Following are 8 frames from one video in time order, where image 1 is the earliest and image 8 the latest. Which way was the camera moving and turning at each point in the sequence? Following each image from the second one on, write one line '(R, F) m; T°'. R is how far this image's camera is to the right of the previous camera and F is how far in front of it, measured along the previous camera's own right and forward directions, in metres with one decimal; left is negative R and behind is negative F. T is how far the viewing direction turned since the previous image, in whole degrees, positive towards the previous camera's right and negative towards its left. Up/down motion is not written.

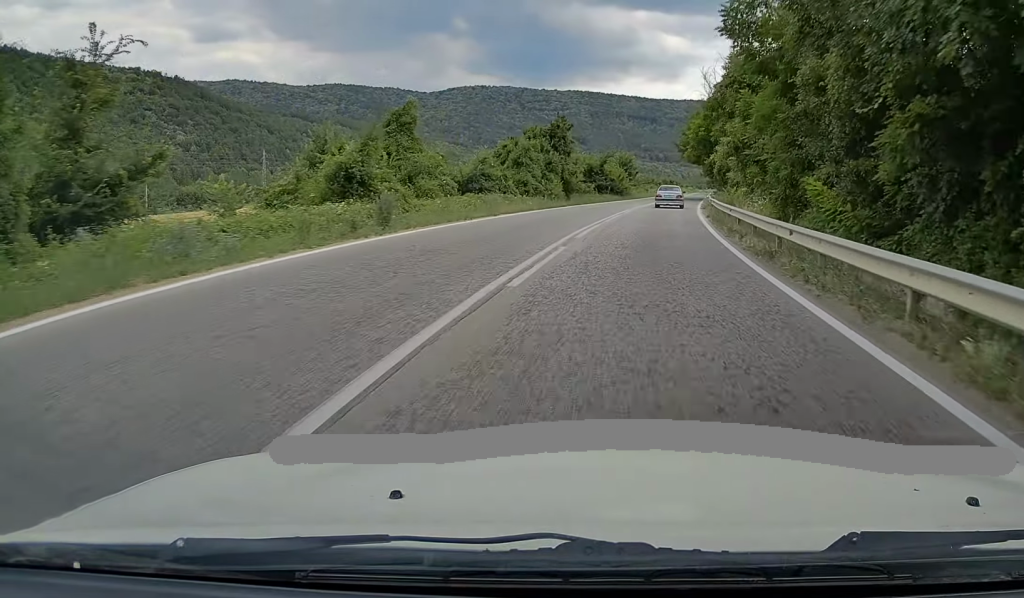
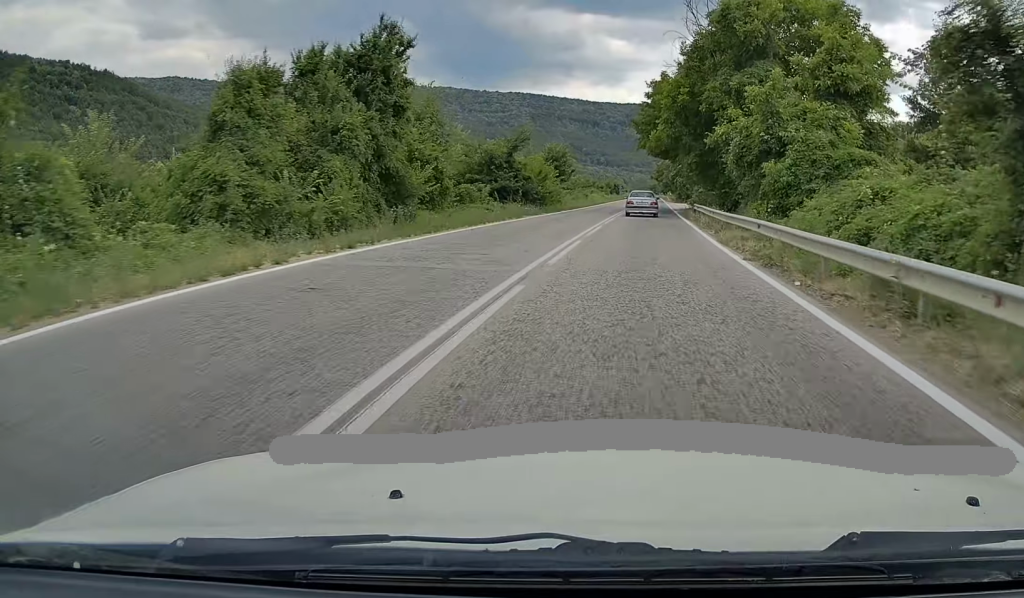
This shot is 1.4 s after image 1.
(+1.2, +32.5) m; +3°
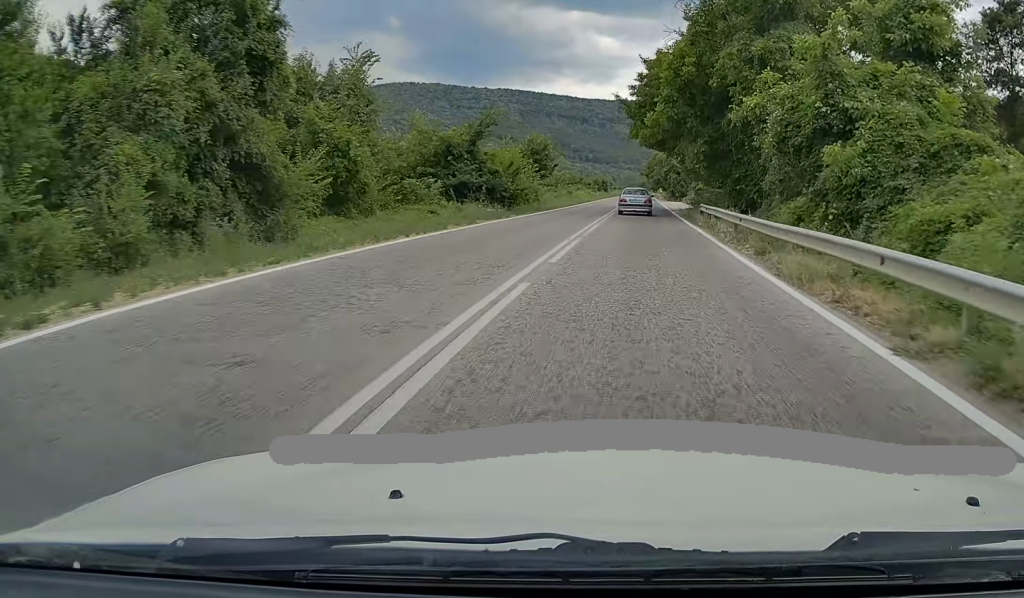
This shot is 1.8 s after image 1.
(+0.1, +9.0) m; +1°
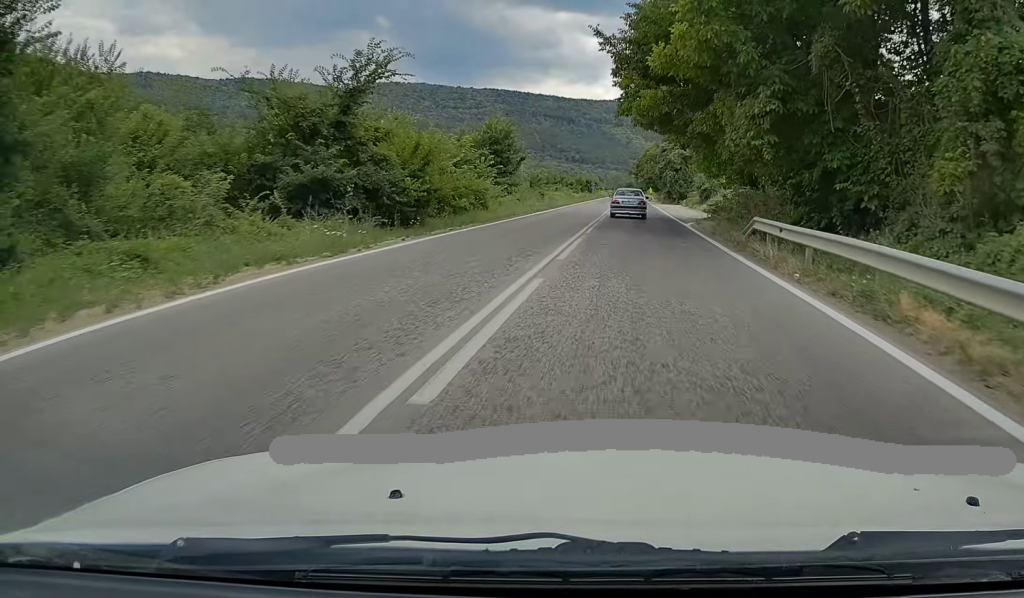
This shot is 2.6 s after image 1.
(0.0, +17.2) m; 0°
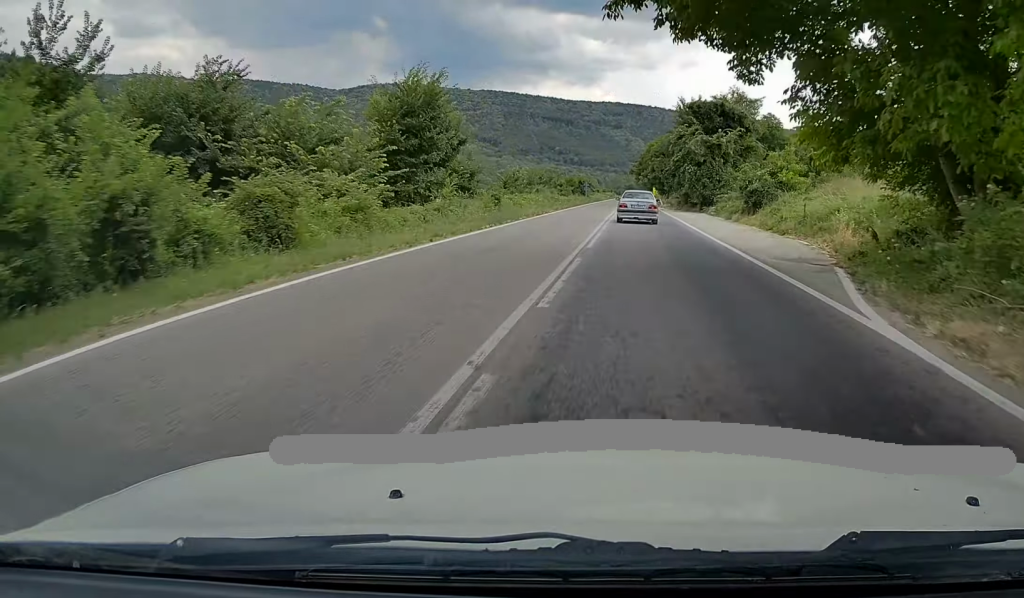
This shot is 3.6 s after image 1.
(+0.1, +23.3) m; +1°
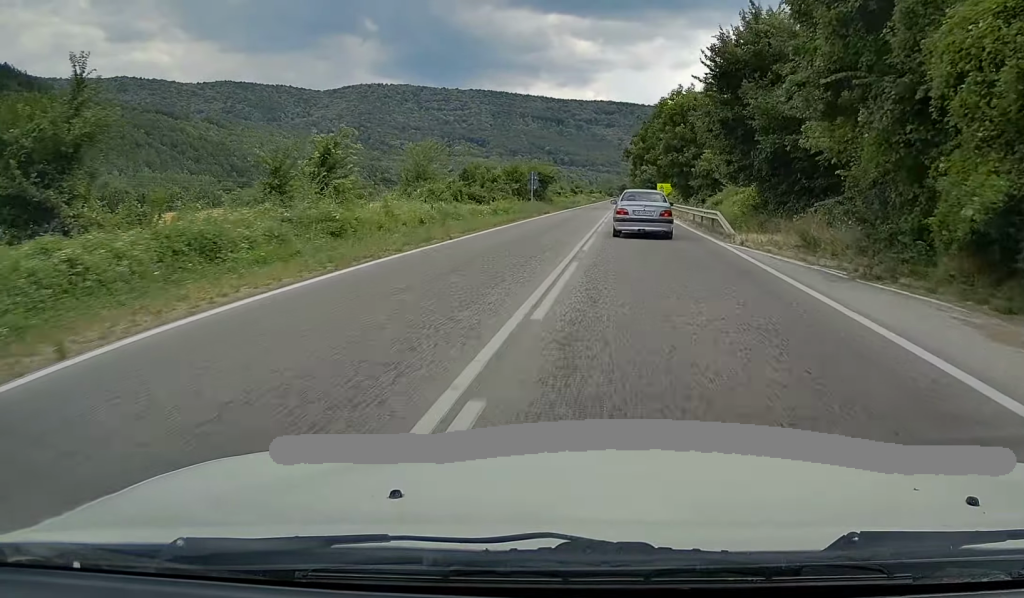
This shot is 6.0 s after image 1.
(+0.2, +55.3) m; -1°
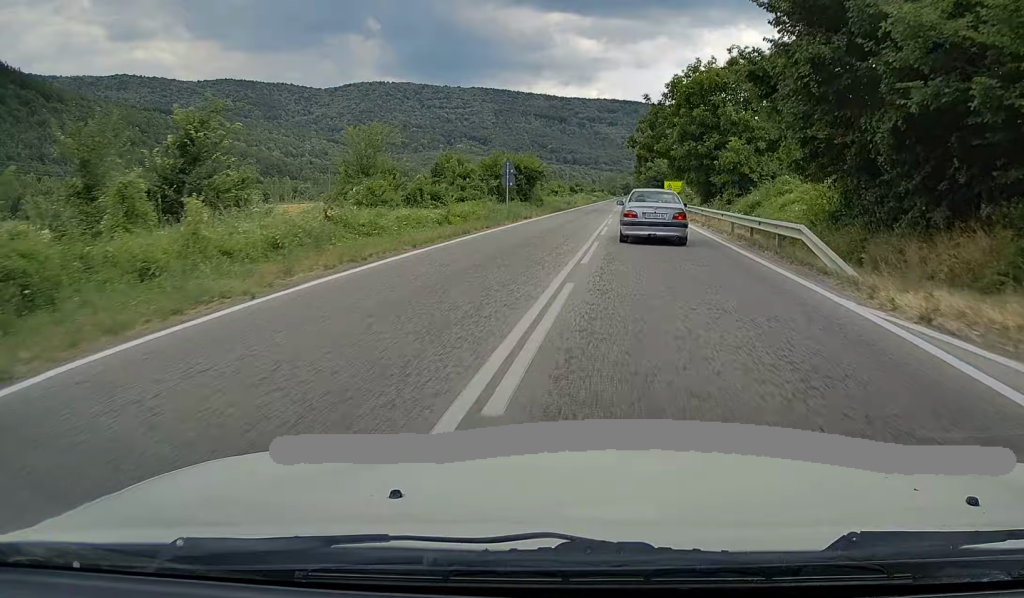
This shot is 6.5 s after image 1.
(-0.1, +12.3) m; 0°
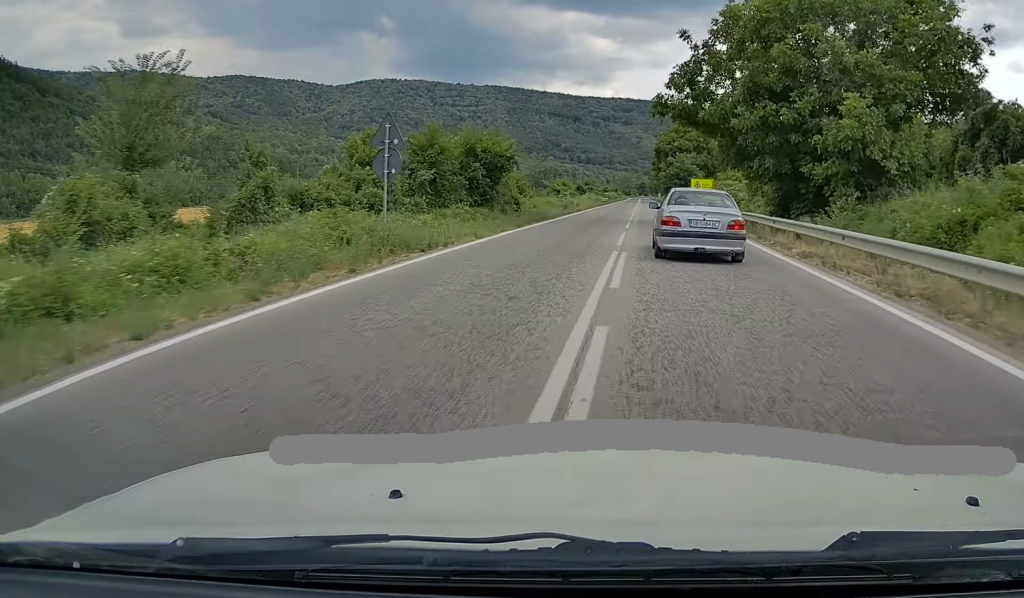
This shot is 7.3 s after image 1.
(-0.1, +21.7) m; -1°
